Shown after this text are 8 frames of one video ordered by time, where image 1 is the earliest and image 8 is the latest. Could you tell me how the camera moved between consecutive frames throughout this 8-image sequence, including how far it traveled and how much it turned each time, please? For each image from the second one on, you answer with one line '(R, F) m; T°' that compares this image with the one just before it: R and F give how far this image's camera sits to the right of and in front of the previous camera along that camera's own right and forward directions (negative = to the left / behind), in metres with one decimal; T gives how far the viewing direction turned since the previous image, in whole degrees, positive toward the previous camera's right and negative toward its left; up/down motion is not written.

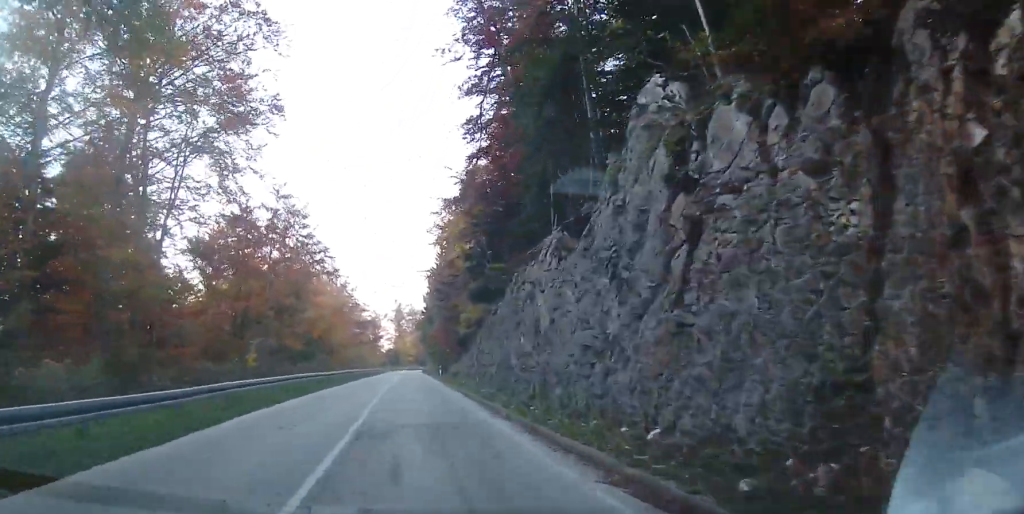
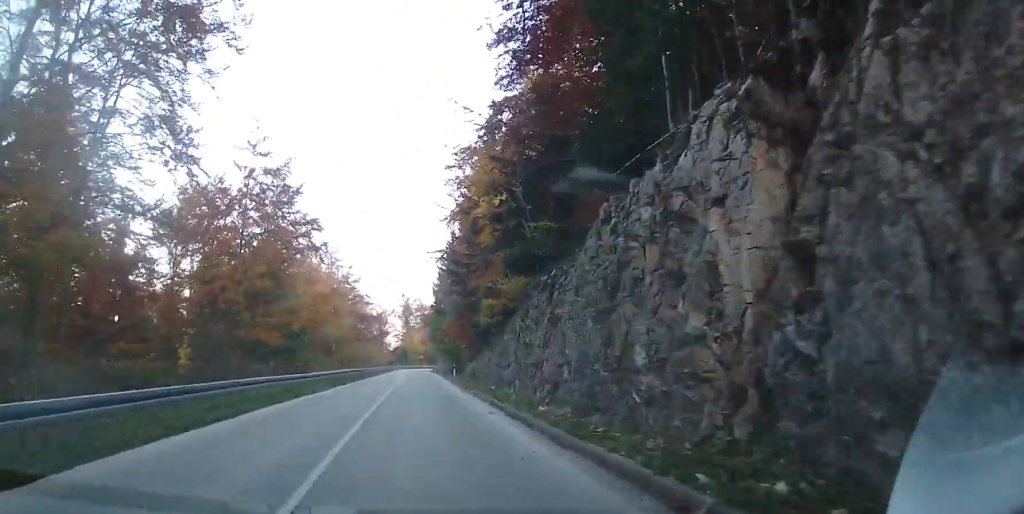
(+0.3, +9.4) m; 0°
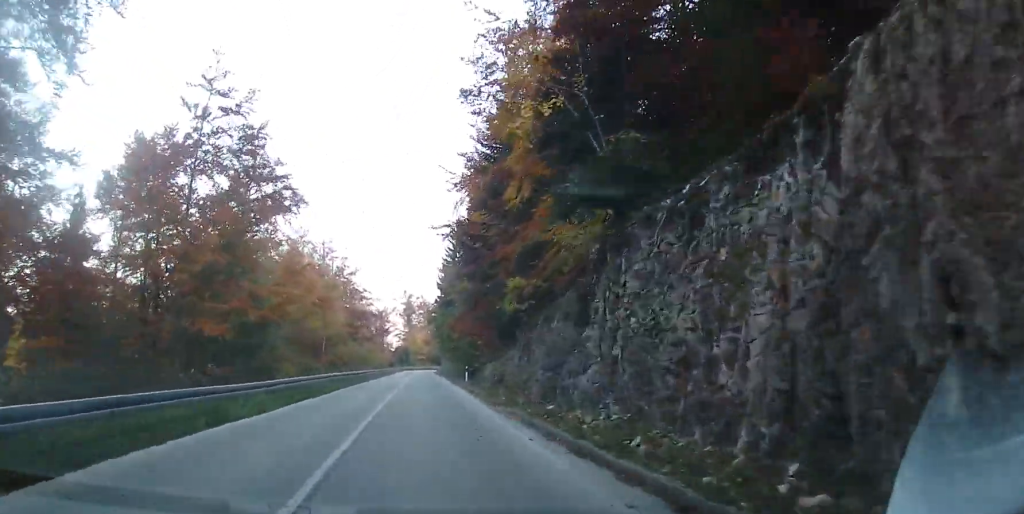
(0.0, +9.2) m; 0°
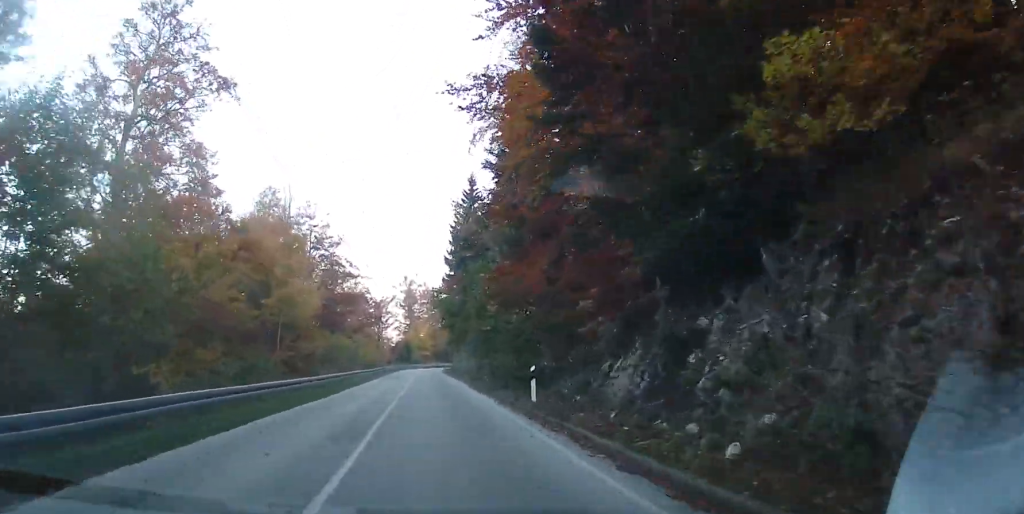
(-0.1, +20.7) m; +2°
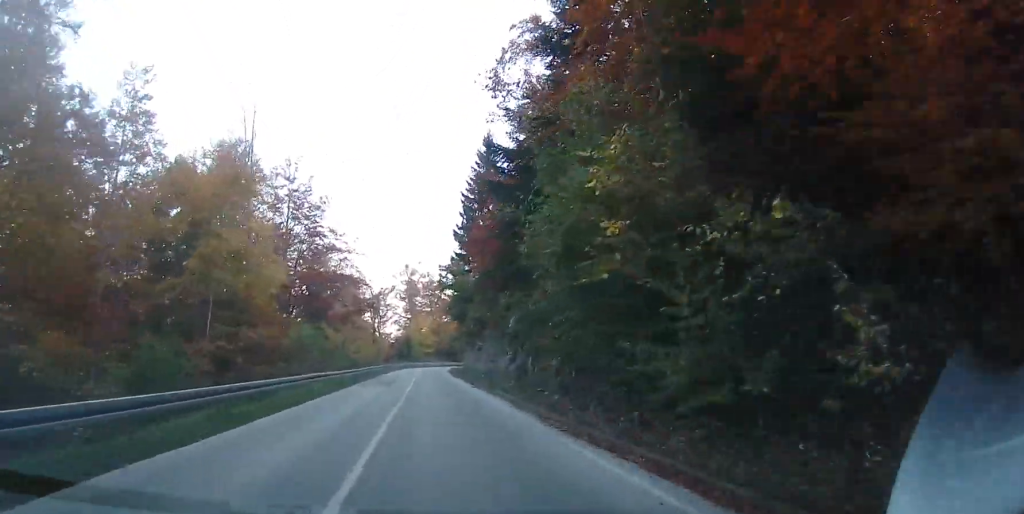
(+0.4, +14.4) m; +2°
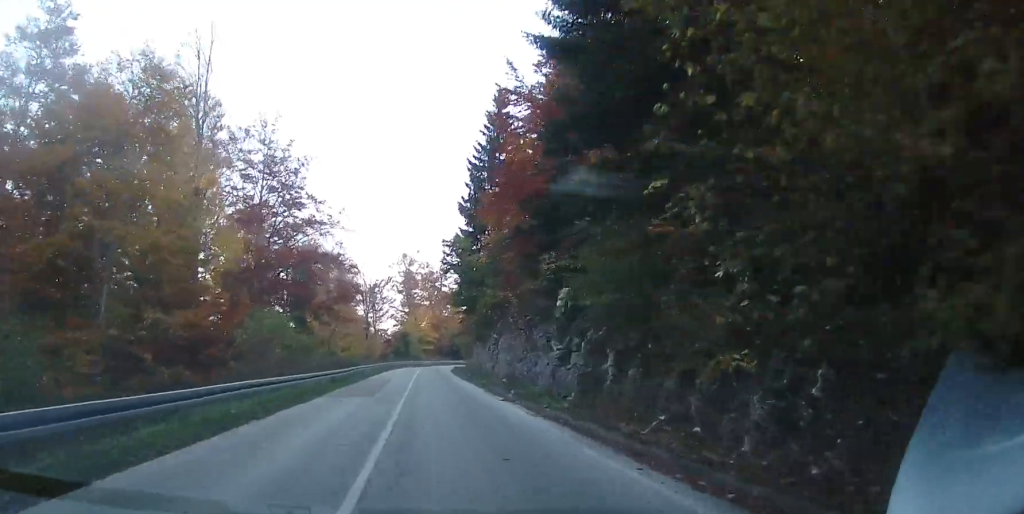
(+0.5, +10.0) m; 0°
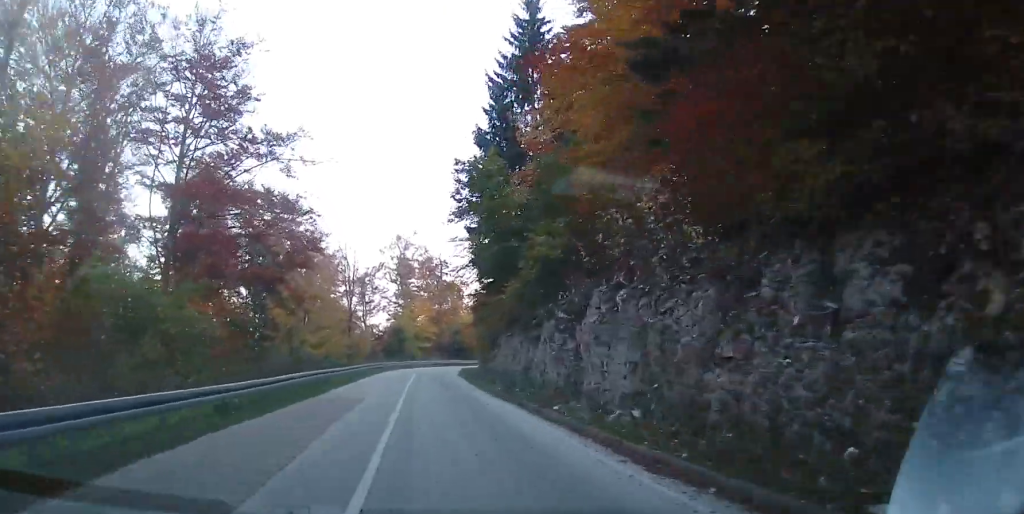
(-0.9, +17.2) m; +1°
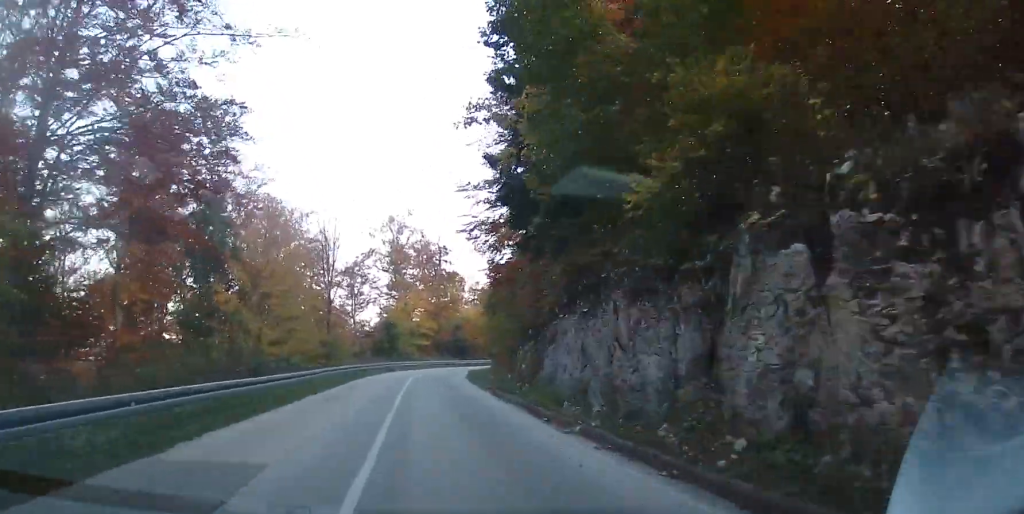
(+0.7, +13.0) m; +2°
